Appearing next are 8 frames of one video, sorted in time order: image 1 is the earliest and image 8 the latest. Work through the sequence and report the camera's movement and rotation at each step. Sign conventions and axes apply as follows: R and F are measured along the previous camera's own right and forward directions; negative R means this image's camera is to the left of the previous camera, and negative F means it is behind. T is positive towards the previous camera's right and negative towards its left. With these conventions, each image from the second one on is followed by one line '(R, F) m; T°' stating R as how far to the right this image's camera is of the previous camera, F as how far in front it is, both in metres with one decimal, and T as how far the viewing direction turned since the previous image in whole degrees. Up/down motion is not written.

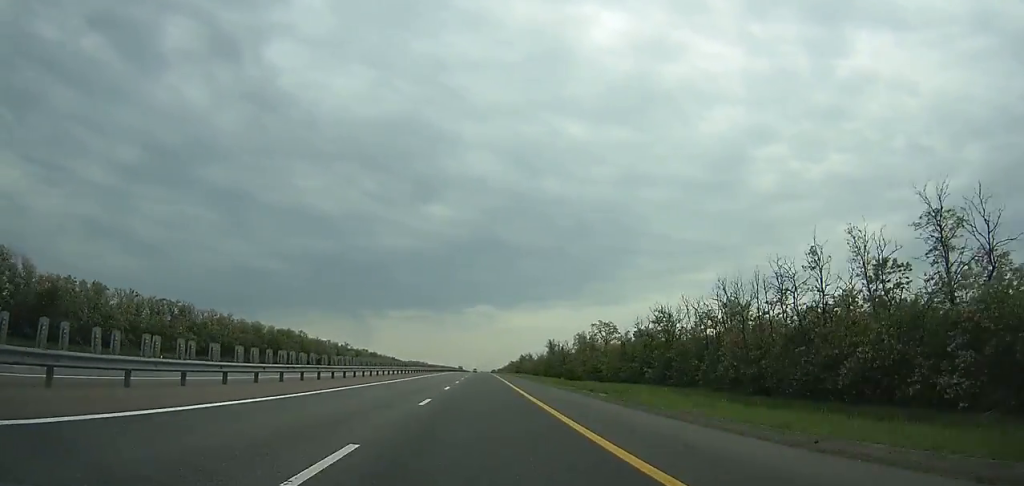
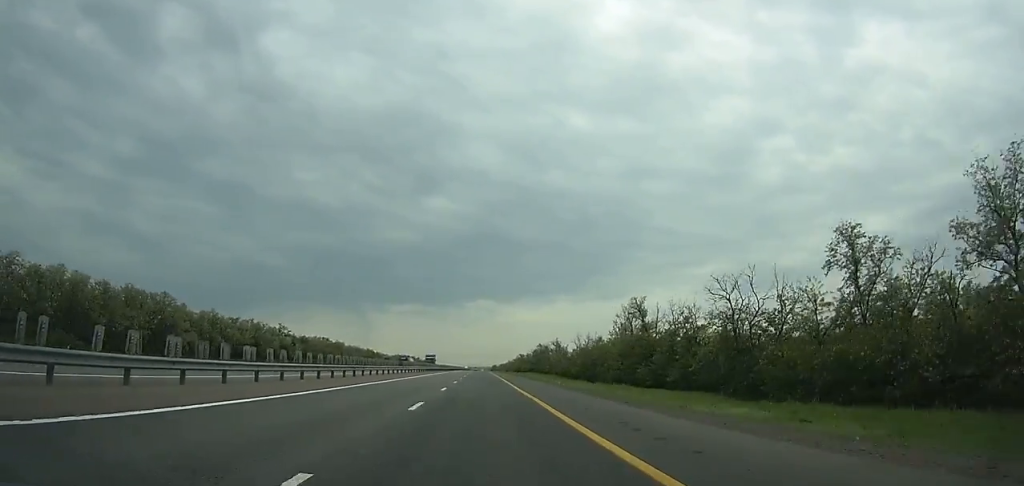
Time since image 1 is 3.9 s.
(-0.8, +112.7) m; -1°
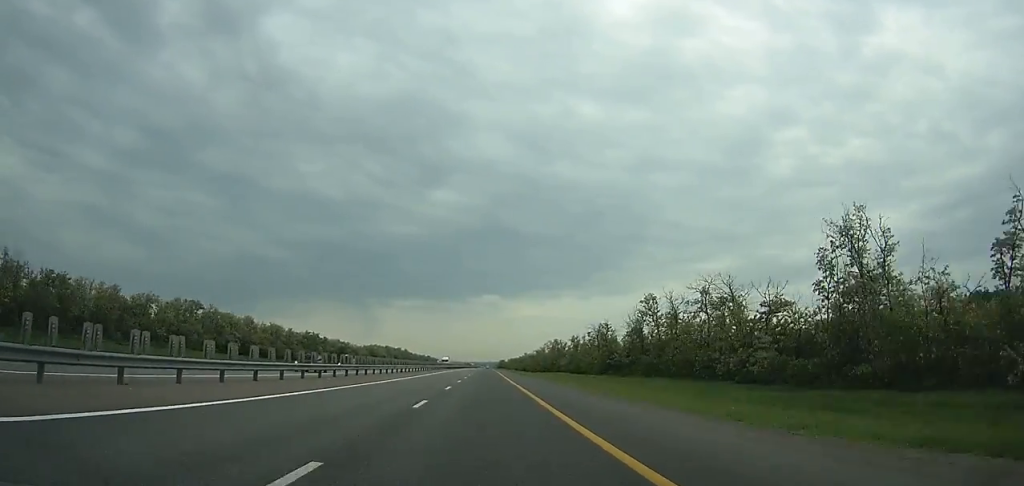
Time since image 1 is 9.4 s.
(-0.5, +155.3) m; 0°
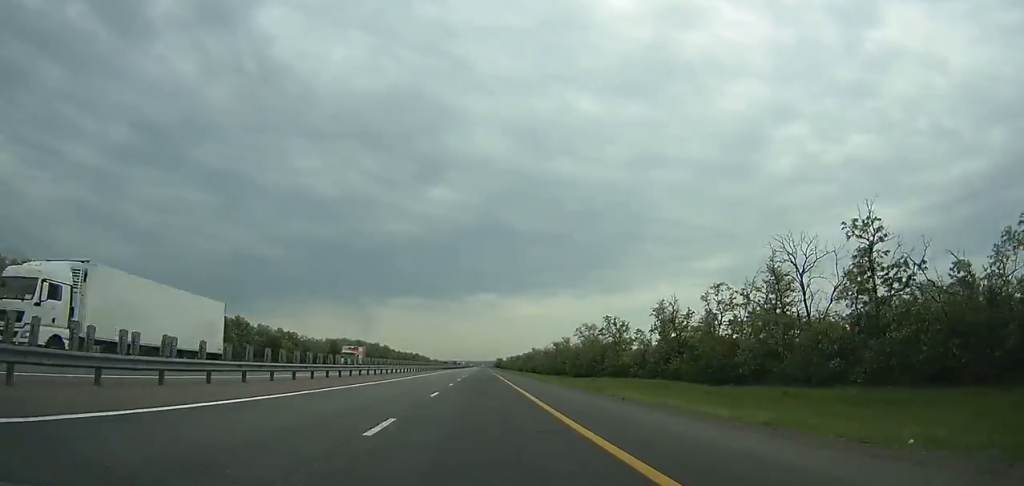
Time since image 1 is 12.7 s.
(-0.1, +91.8) m; 0°
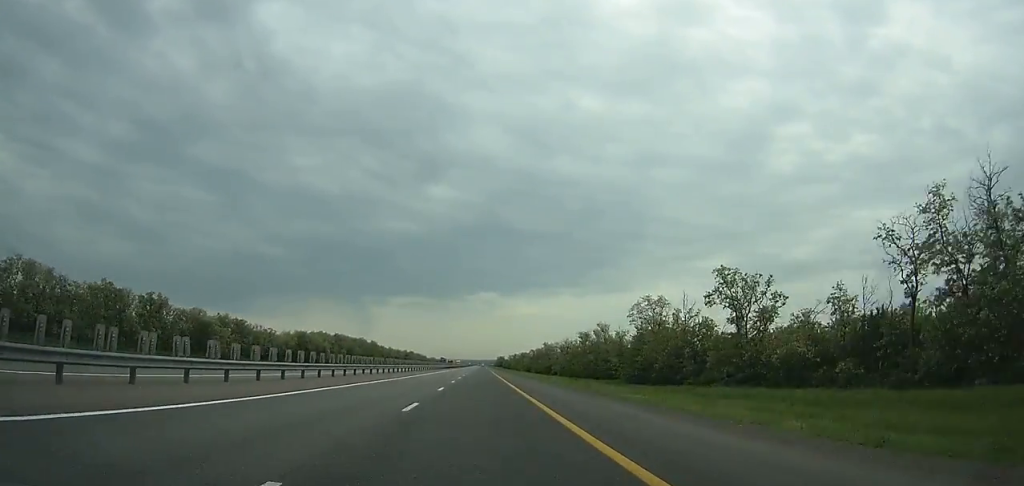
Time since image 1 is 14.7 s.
(+0.1, +55.3) m; 0°
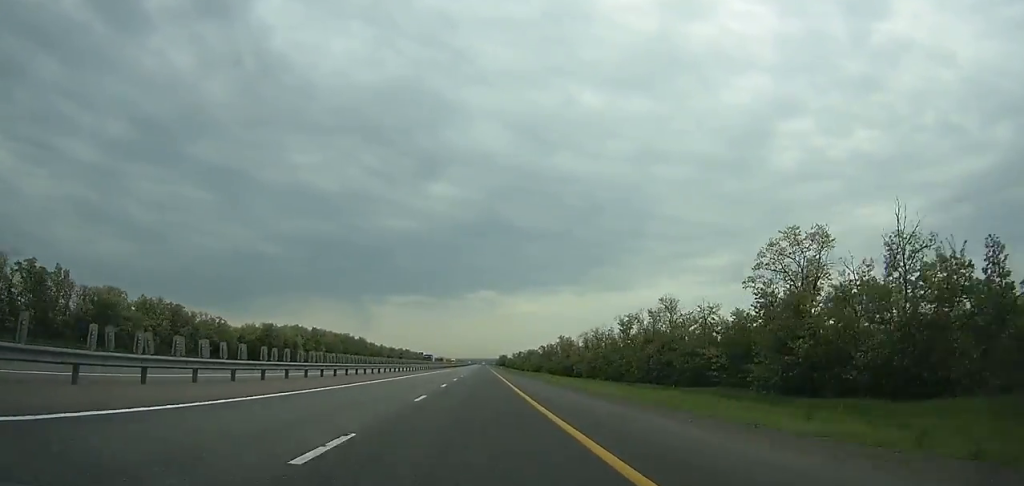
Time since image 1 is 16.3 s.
(+0.1, +44.2) m; 0°
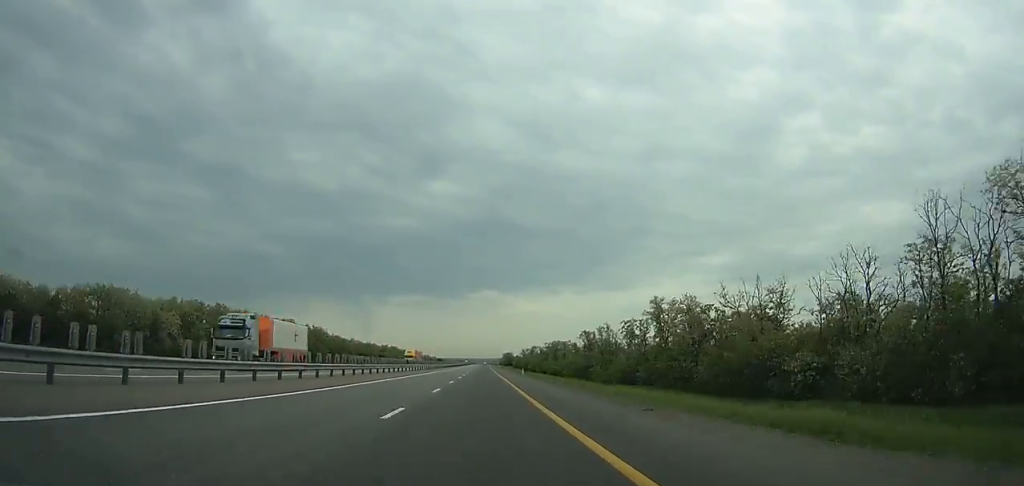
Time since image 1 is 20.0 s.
(0.0, +102.1) m; 0°
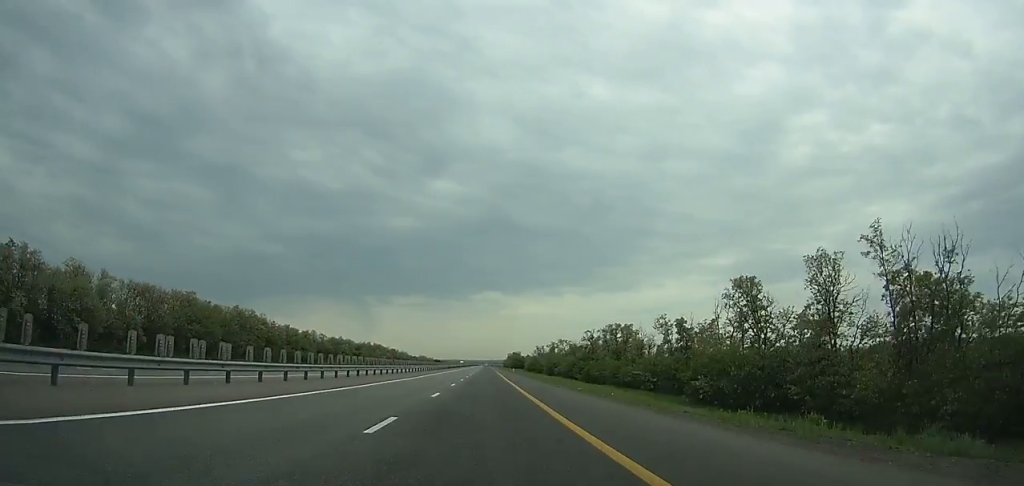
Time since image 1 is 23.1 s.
(-0.1, +85.9) m; 0°
